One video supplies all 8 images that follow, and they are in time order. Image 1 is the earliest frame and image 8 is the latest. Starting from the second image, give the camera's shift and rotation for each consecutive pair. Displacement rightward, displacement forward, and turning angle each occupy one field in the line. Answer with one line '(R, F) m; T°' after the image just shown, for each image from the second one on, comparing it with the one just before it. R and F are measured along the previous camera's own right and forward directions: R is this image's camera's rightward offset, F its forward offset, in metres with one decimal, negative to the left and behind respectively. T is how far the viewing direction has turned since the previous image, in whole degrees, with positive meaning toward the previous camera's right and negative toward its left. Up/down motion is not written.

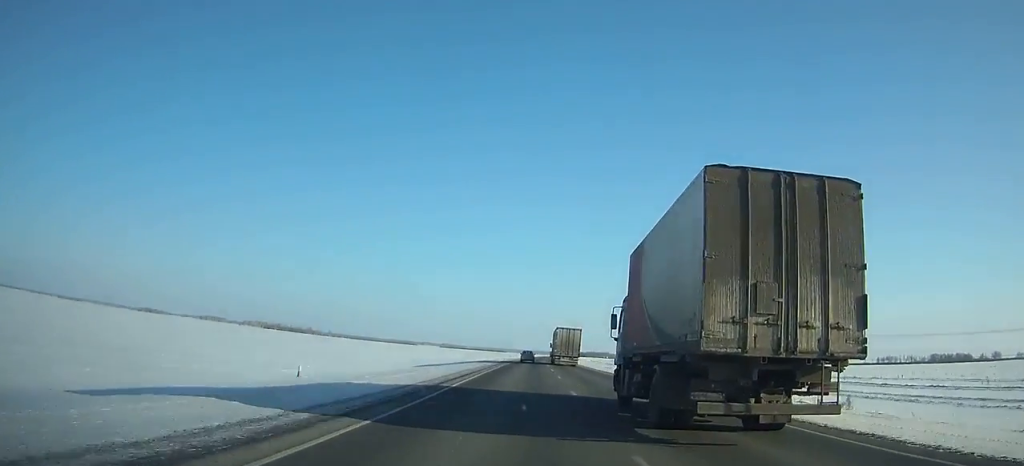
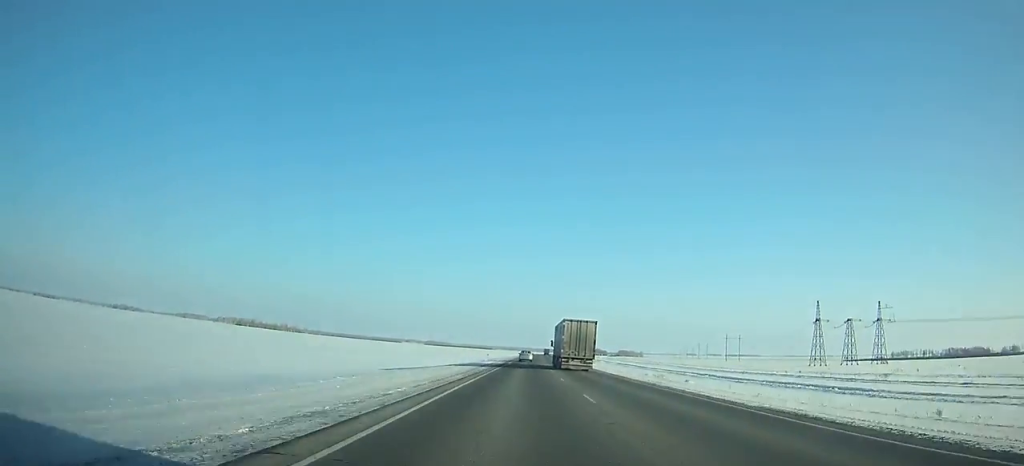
(+1.0, +74.1) m; +1°
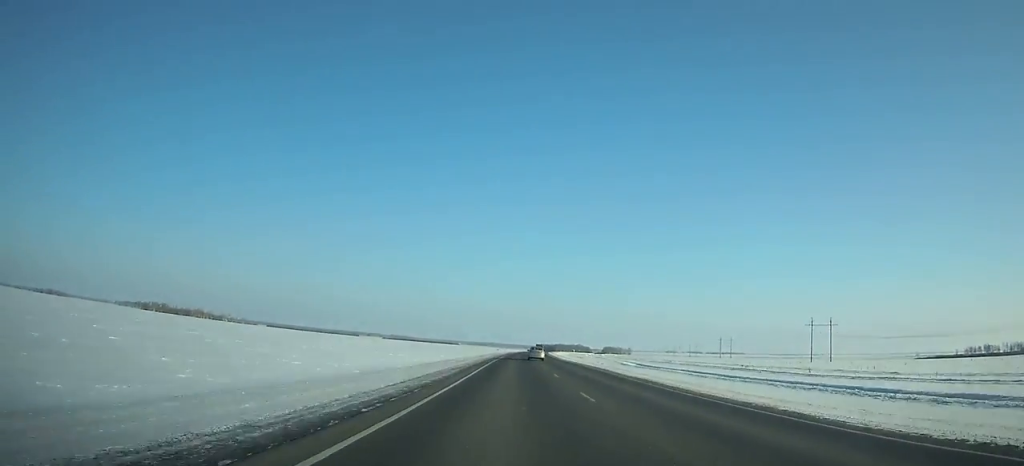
(+4.2, +222.6) m; +2°
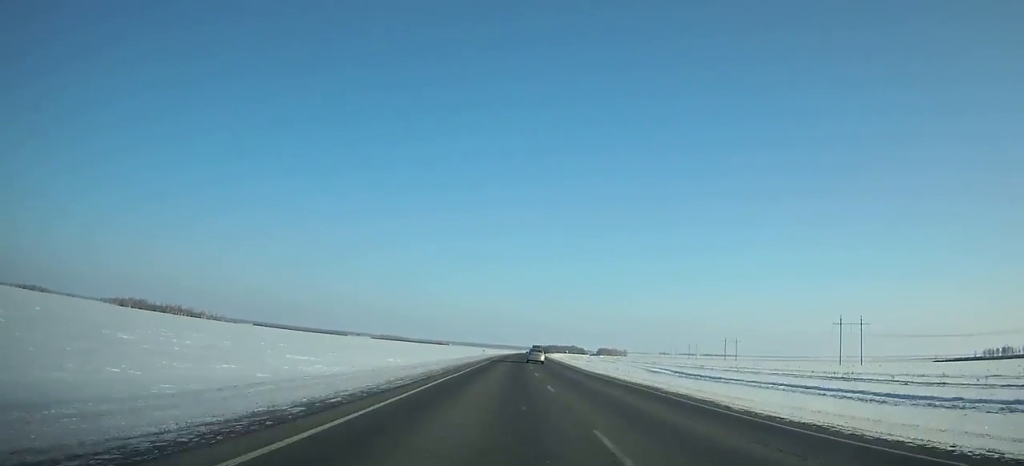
(-0.3, +42.5) m; +1°
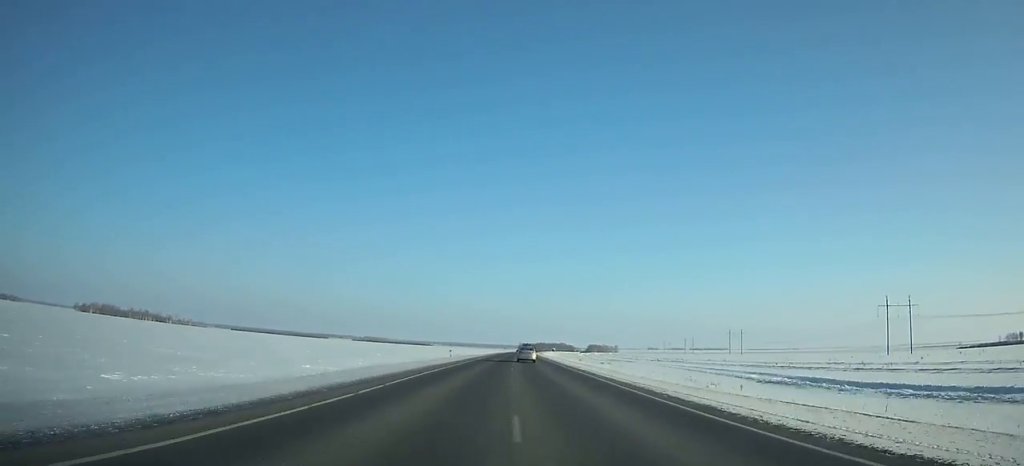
(+0.9, +57.4) m; +1°
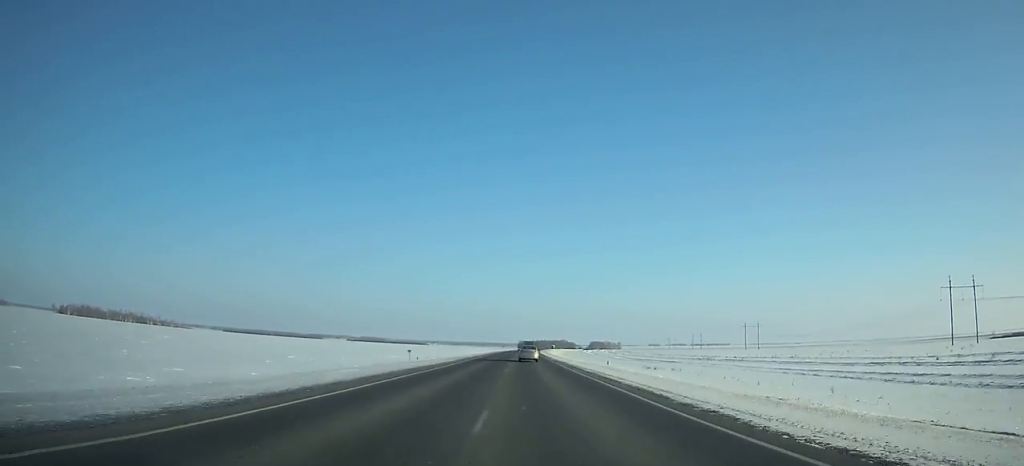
(+0.3, +47.3) m; +1°
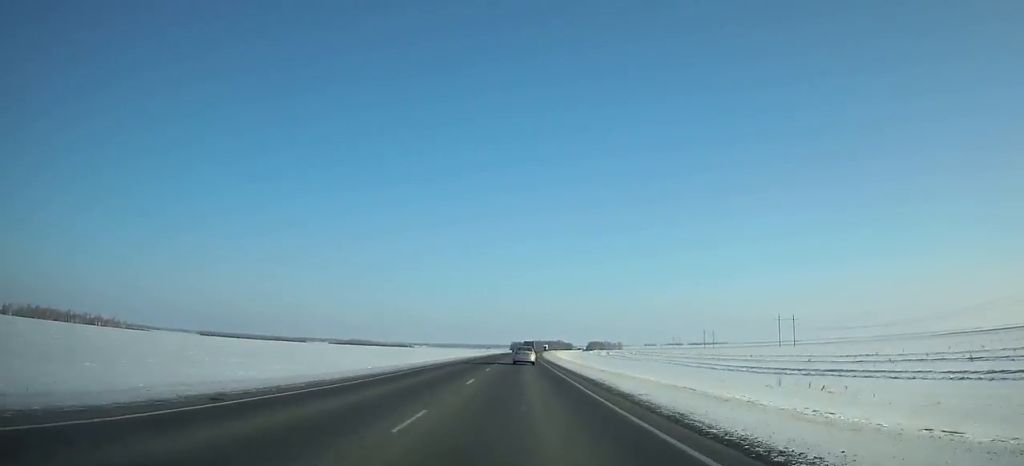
(+0.6, +97.0) m; +1°
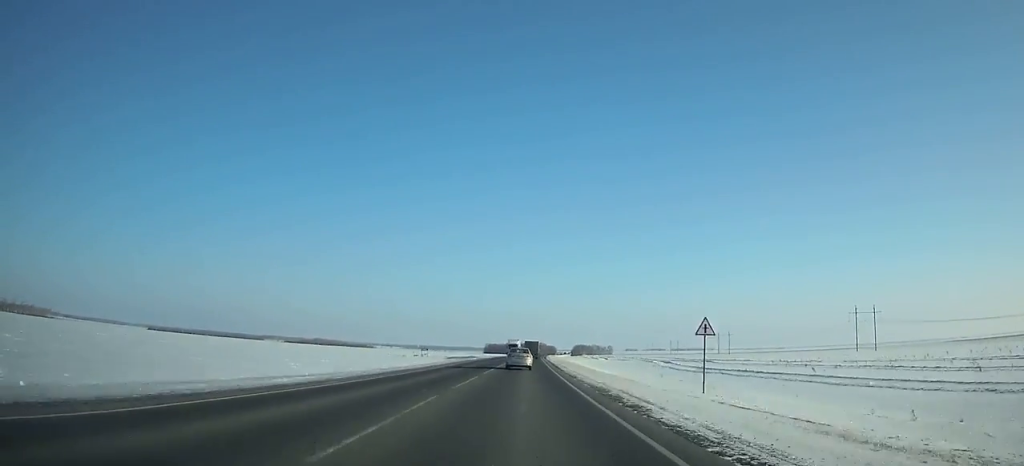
(+2.1, +151.2) m; +3°
